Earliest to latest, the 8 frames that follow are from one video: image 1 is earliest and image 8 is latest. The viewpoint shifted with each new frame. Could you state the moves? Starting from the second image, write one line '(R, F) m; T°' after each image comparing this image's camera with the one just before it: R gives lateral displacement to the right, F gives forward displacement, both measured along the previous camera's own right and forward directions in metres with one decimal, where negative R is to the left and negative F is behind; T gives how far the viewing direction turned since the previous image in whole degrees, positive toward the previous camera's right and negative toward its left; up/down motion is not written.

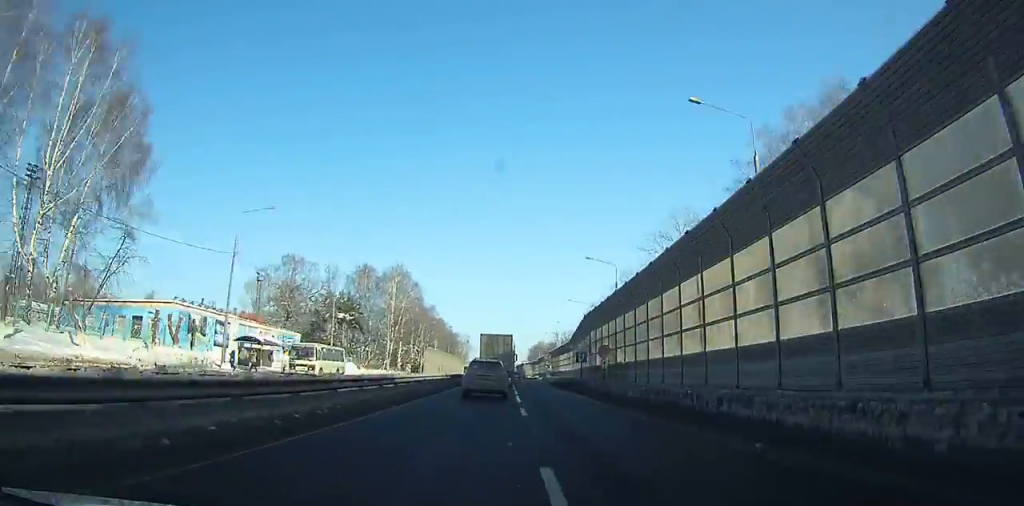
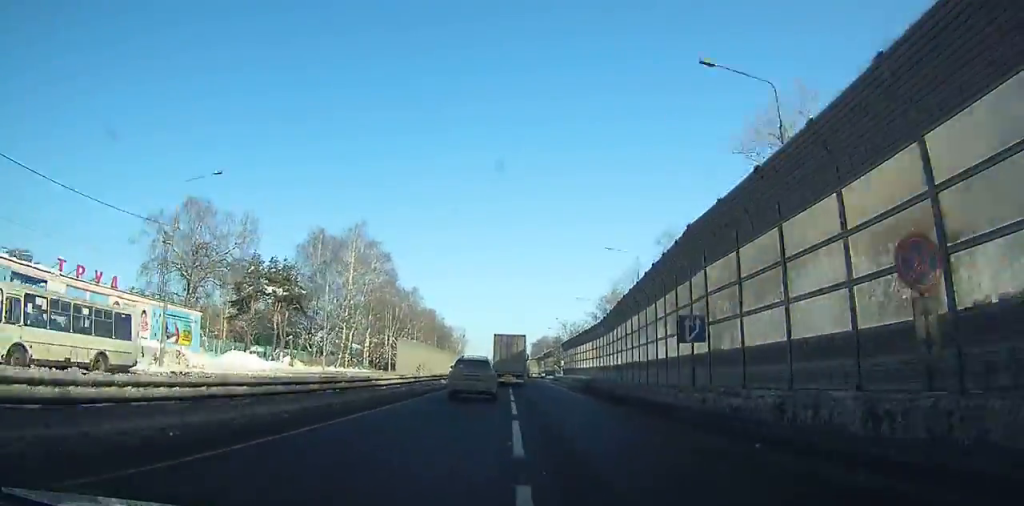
(+0.3, +35.2) m; +1°
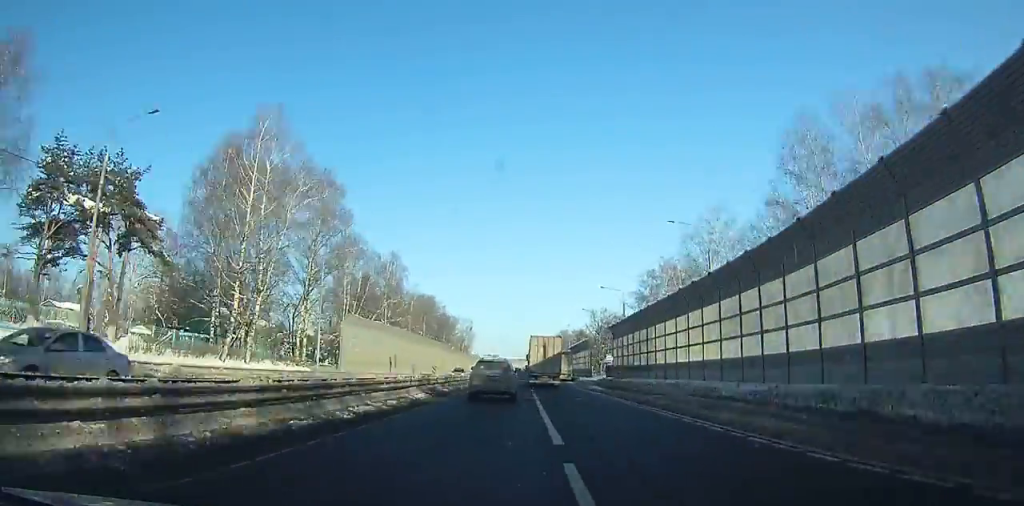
(-0.2, +45.4) m; 0°
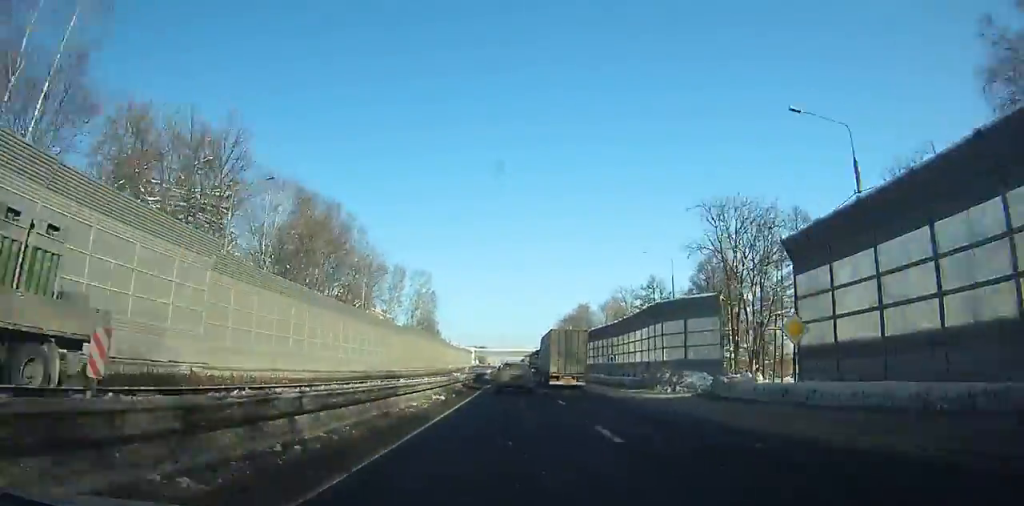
(+0.1, +110.4) m; 0°
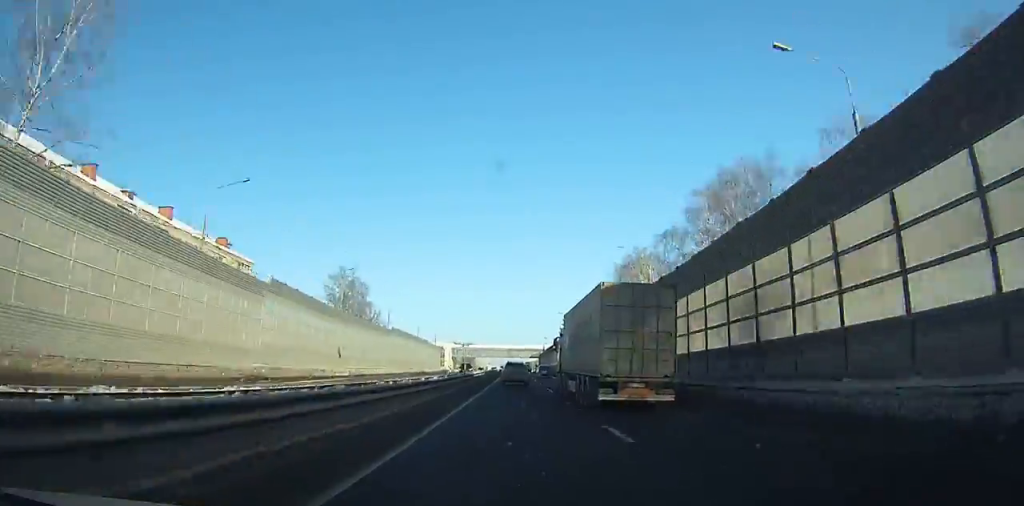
(+0.7, +121.9) m; 0°
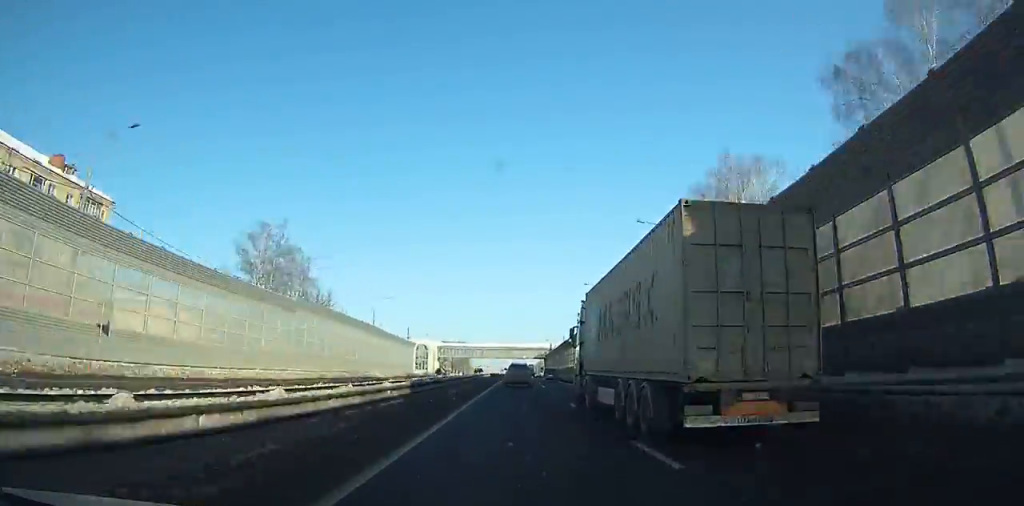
(+0.1, +38.1) m; 0°
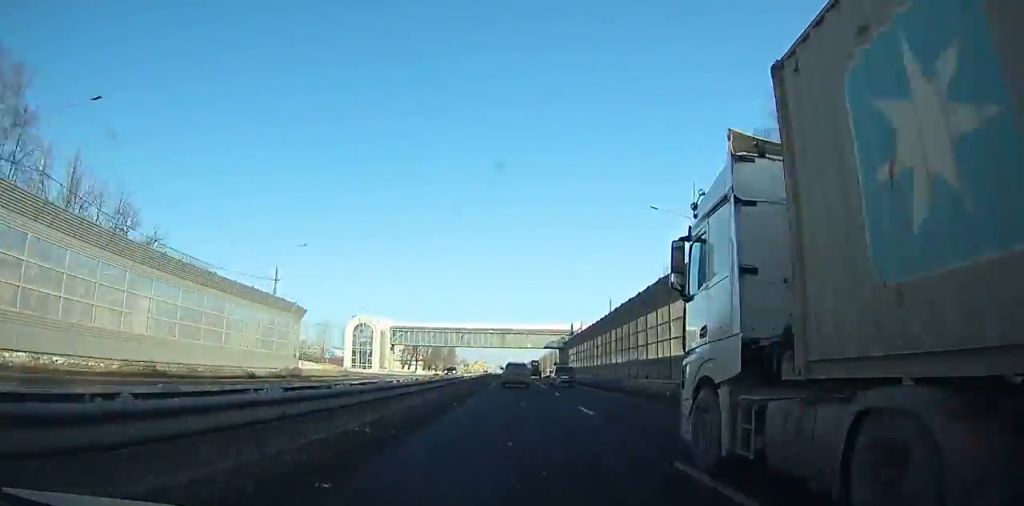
(-0.4, +57.3) m; 0°
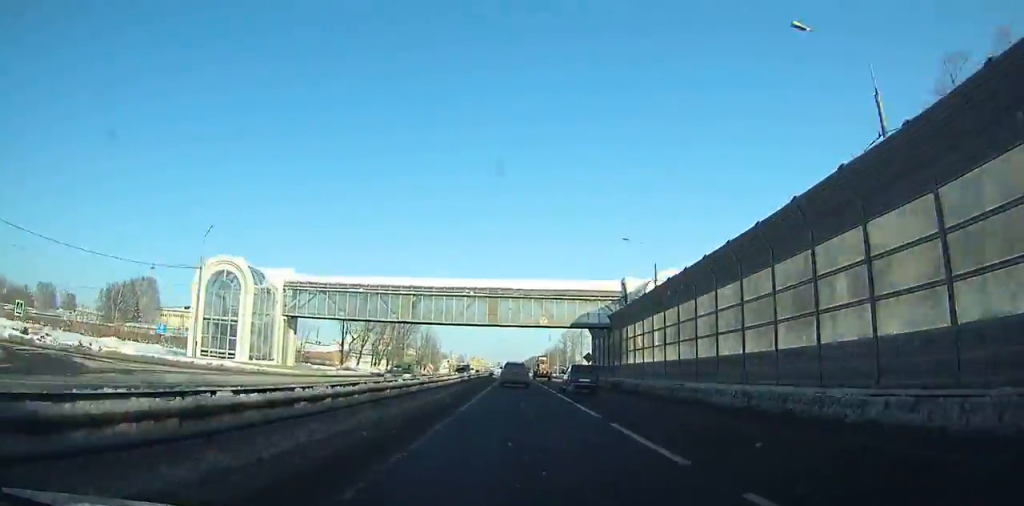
(+0.1, +46.2) m; 0°
